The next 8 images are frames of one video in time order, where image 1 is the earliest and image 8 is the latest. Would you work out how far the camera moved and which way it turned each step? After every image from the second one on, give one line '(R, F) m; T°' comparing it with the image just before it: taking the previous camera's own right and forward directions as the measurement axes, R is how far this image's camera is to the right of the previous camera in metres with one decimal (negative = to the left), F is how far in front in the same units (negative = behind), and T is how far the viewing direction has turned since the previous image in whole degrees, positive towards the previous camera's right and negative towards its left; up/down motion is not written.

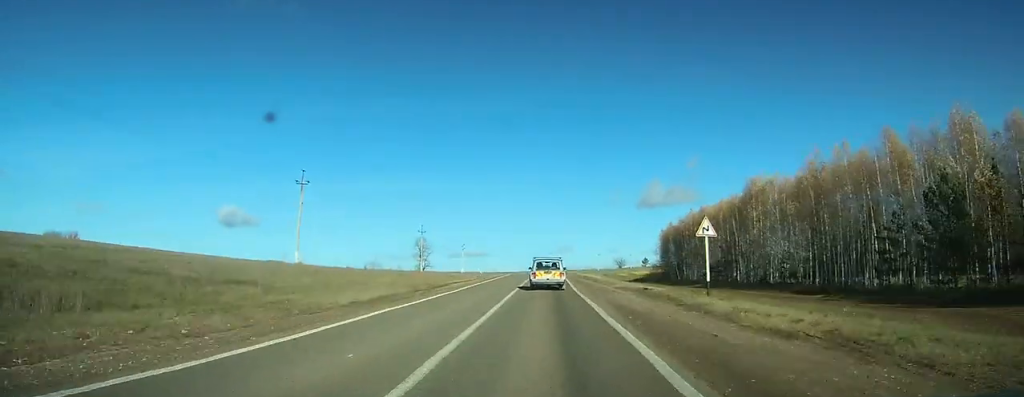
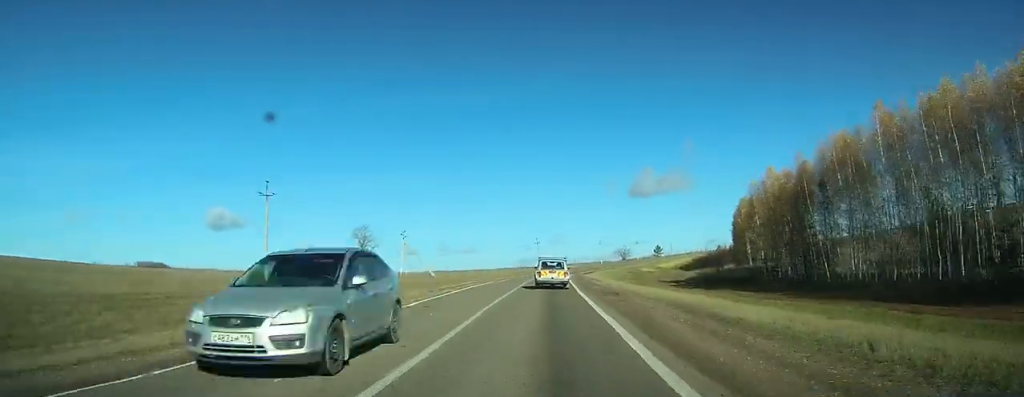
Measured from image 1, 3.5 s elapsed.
(+0.3, +68.1) m; +1°
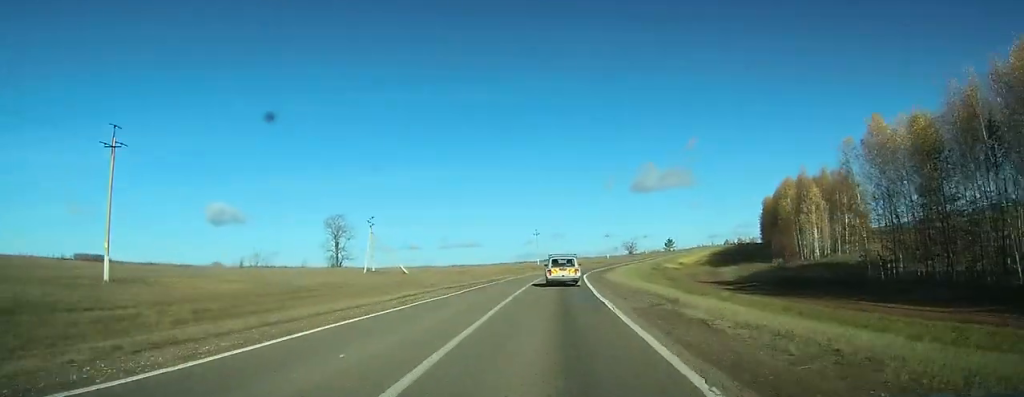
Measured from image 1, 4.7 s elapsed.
(+0.2, +24.8) m; +1°
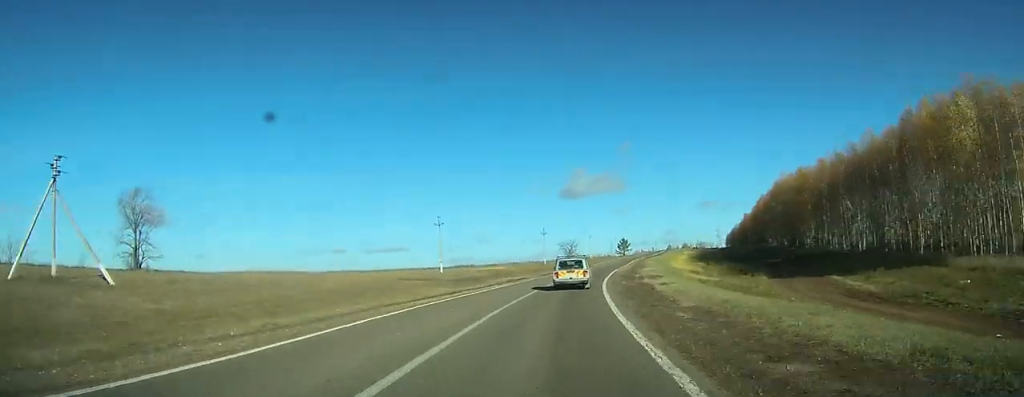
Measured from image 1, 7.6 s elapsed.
(+1.2, +62.2) m; +5°
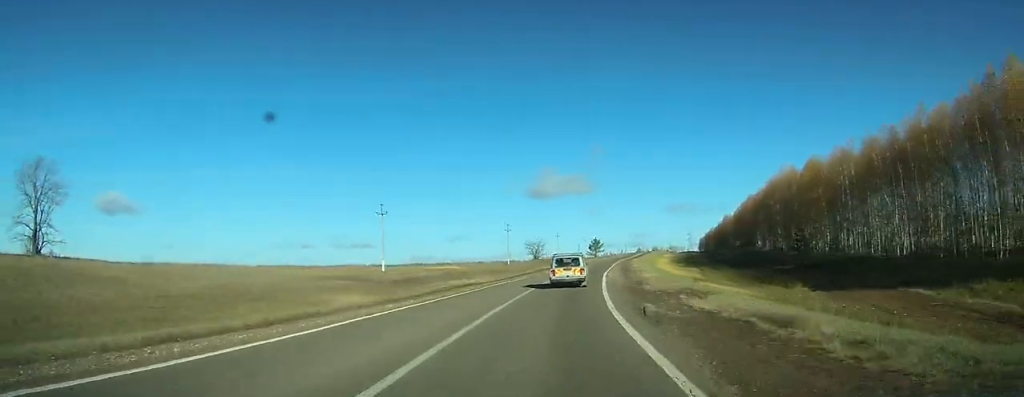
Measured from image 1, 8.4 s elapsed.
(+0.7, +17.5) m; +2°
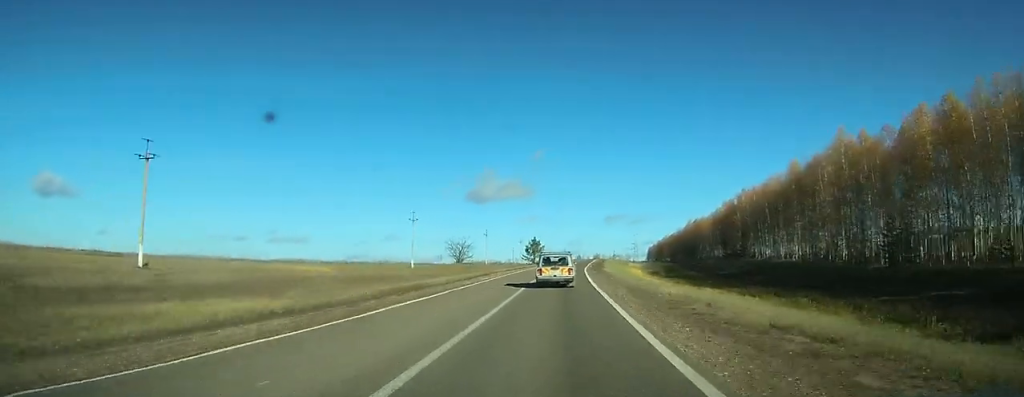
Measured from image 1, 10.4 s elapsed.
(+2.5, +44.4) m; +6°
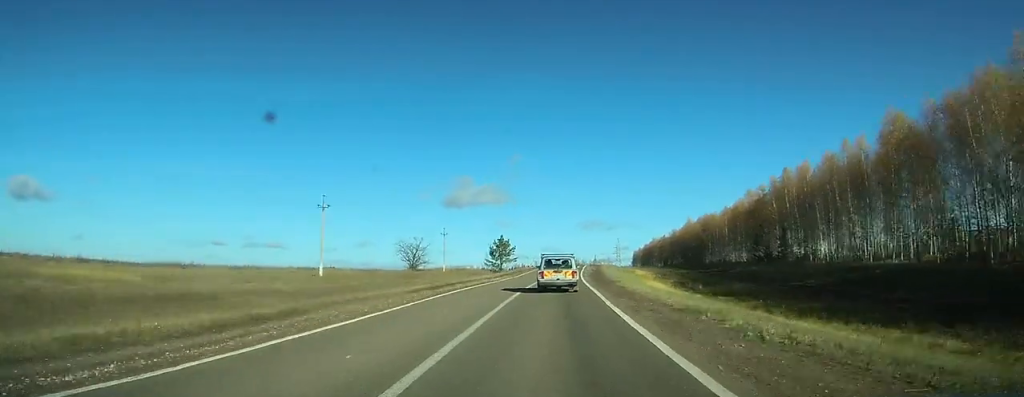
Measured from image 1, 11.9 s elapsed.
(+1.2, +35.4) m; +4°
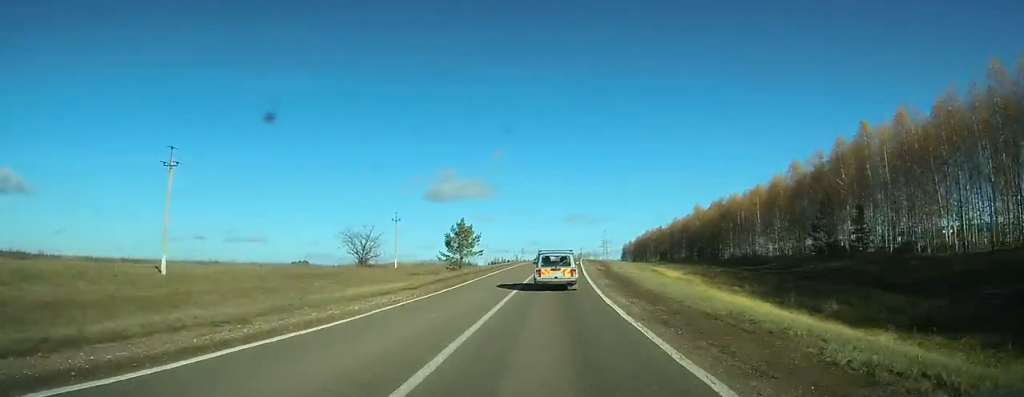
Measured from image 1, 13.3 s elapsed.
(+0.9, +30.2) m; +2°
